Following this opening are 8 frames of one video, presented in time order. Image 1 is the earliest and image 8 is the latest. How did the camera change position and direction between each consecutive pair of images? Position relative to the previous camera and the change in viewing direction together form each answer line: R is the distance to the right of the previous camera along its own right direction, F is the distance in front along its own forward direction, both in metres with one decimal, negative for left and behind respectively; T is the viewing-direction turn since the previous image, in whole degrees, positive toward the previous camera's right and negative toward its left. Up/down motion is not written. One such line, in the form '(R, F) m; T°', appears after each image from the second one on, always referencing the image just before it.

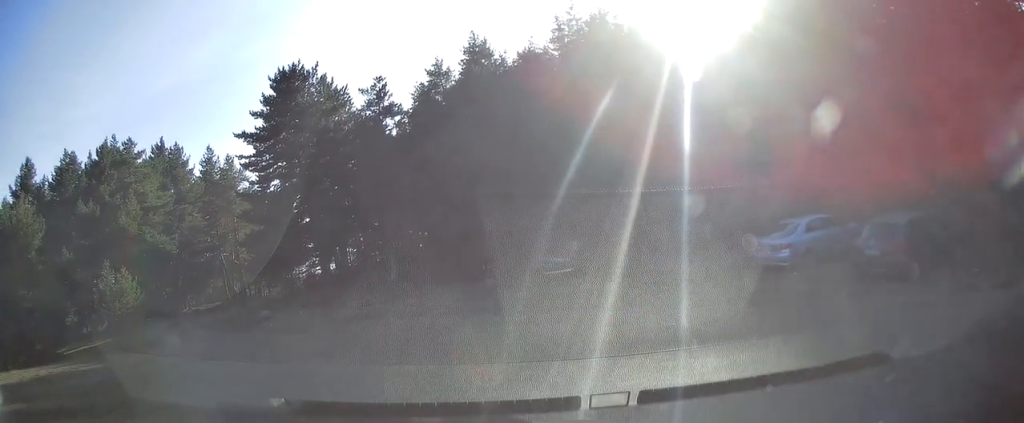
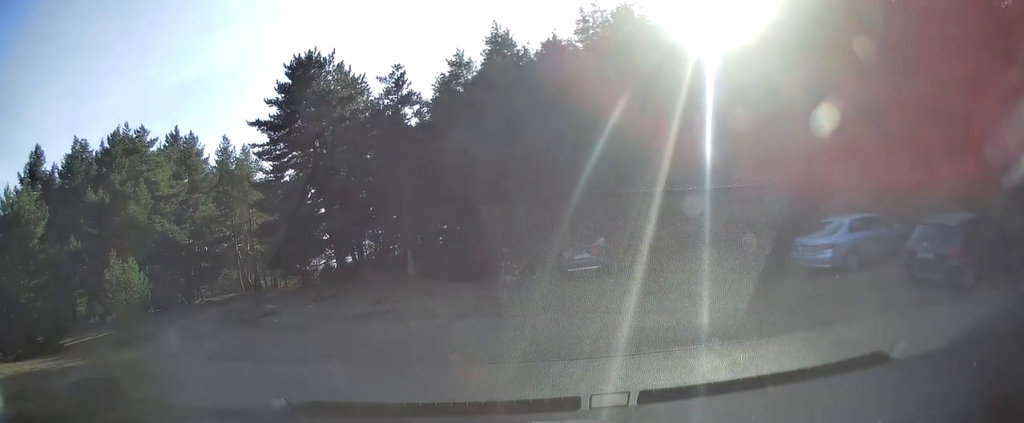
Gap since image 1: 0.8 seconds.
(0.0, +1.4) m; +3°
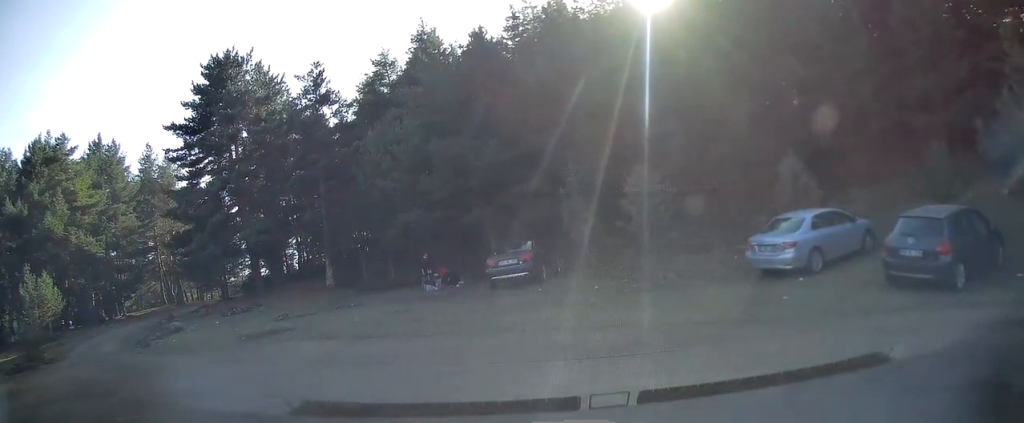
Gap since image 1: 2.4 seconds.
(+0.2, +2.3) m; +12°
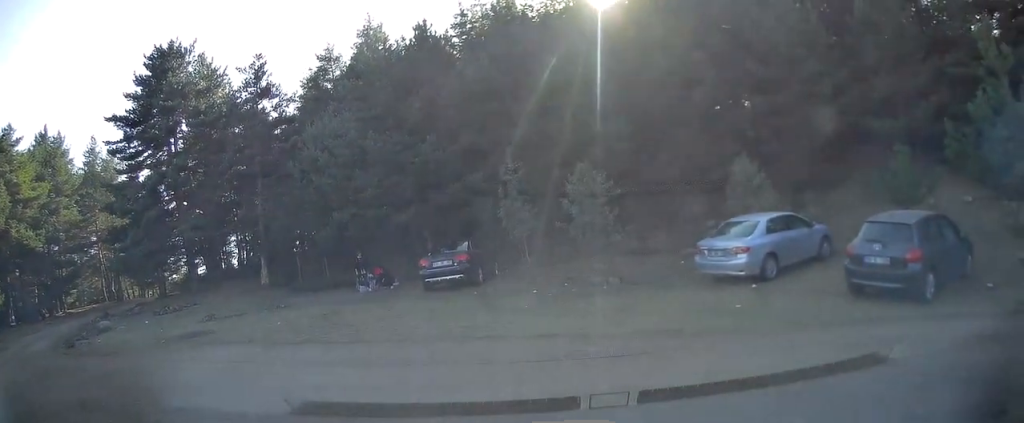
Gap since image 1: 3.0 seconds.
(+0.1, +1.0) m; +1°
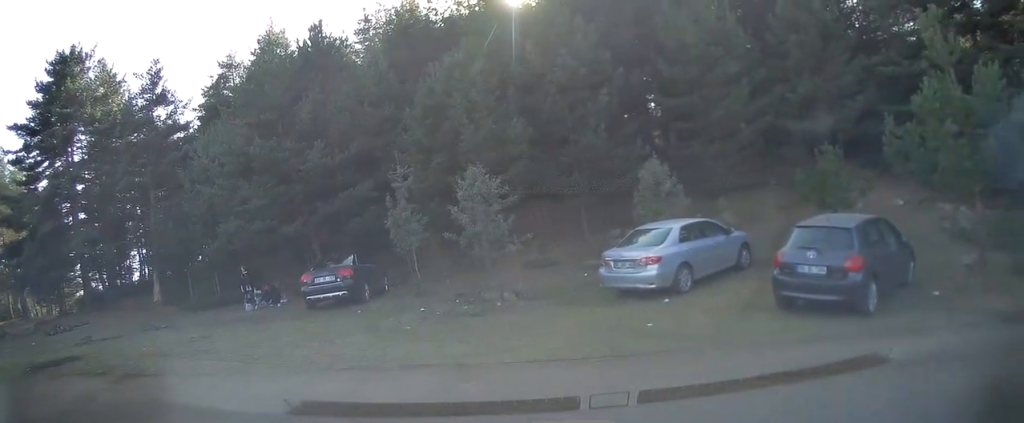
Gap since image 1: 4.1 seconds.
(0.0, +1.7) m; +10°
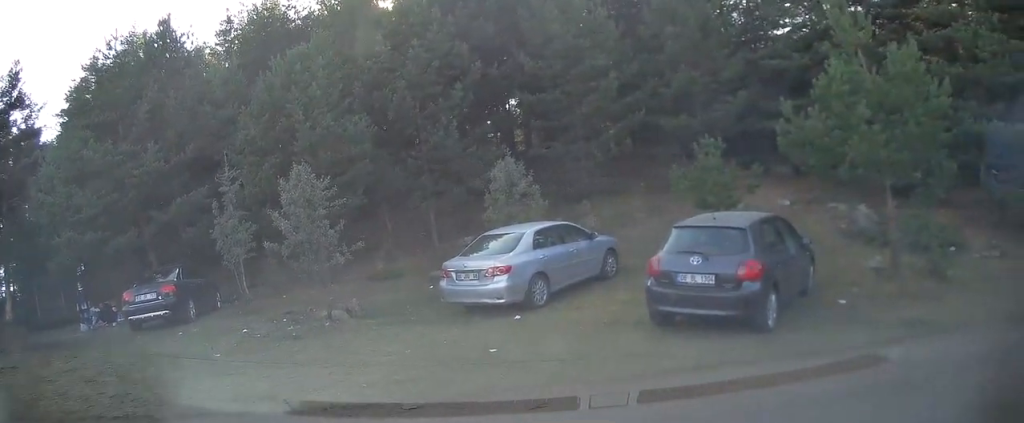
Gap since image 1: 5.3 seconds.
(+0.4, +1.8) m; +17°
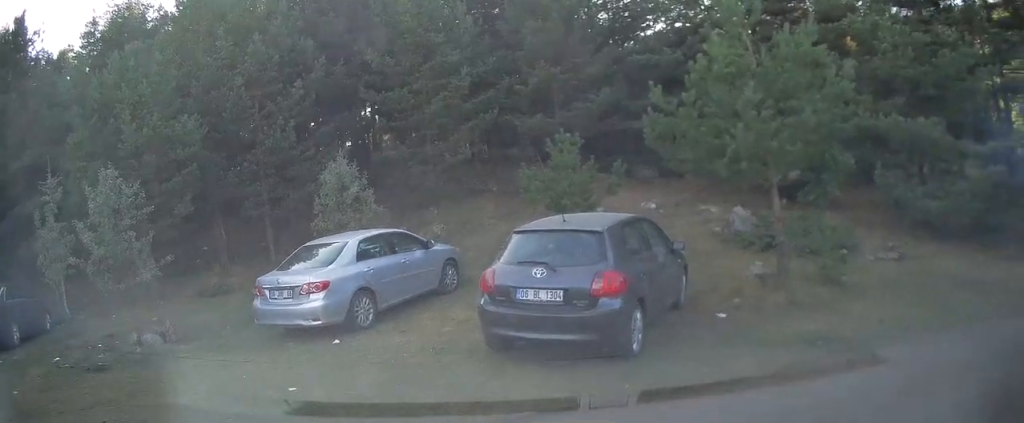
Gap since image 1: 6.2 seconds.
(0.0, +1.5) m; +9°
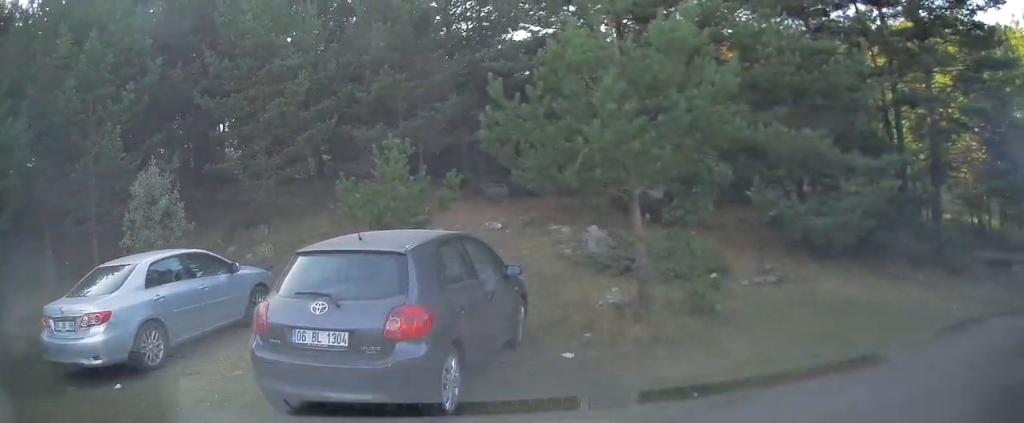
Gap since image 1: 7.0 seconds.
(+0.2, +1.5) m; +14°
